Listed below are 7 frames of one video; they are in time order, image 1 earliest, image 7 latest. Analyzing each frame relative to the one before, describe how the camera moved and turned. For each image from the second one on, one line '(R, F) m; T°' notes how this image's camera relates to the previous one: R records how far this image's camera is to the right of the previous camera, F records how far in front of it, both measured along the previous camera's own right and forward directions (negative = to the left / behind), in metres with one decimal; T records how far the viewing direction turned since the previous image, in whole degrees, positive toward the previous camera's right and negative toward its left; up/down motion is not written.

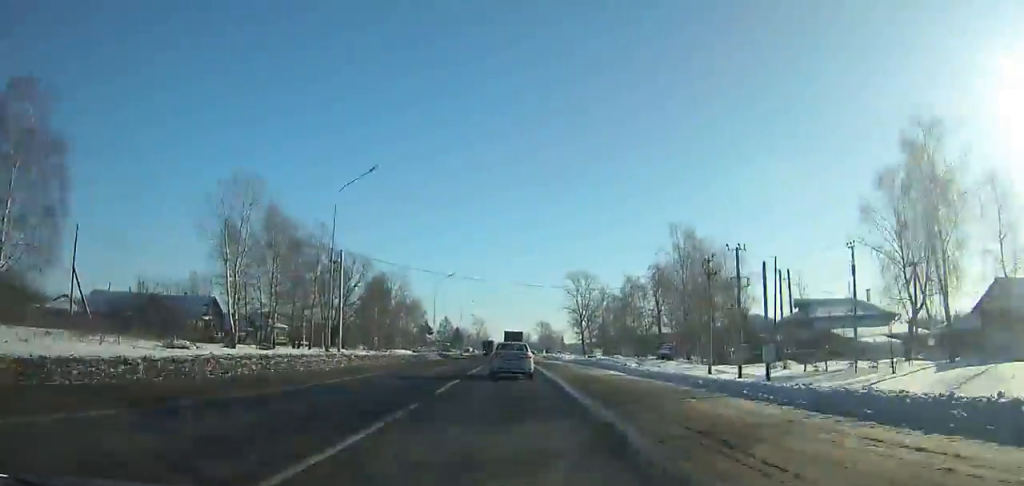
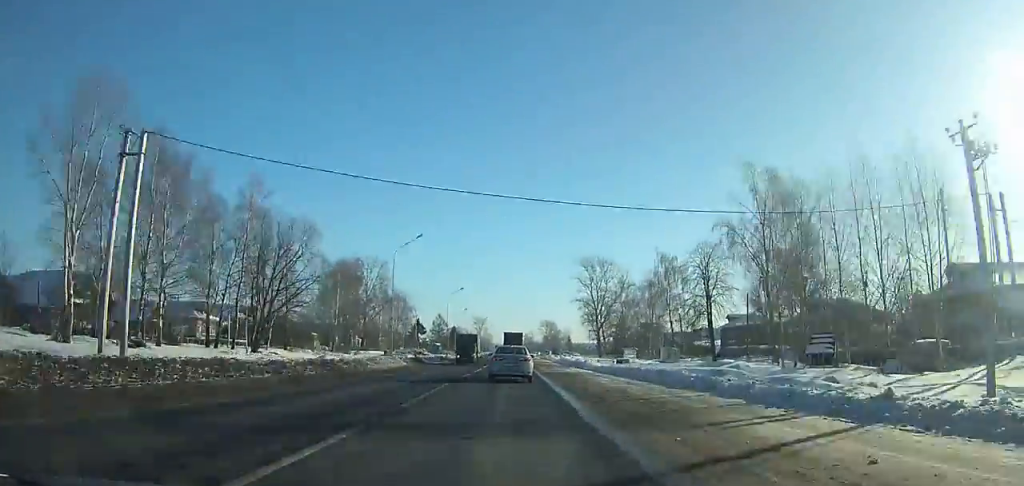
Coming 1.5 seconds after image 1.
(-0.1, +27.5) m; -1°
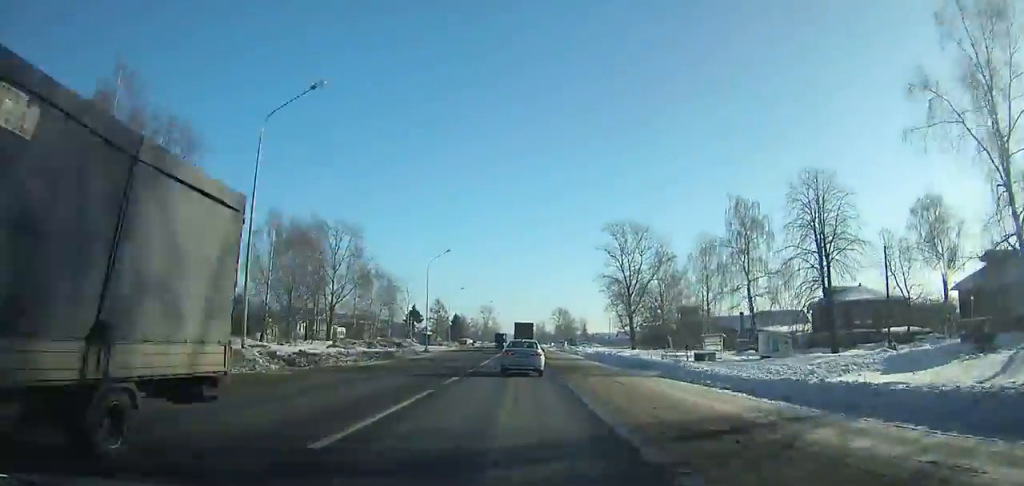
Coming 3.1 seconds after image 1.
(-0.3, +29.3) m; 0°
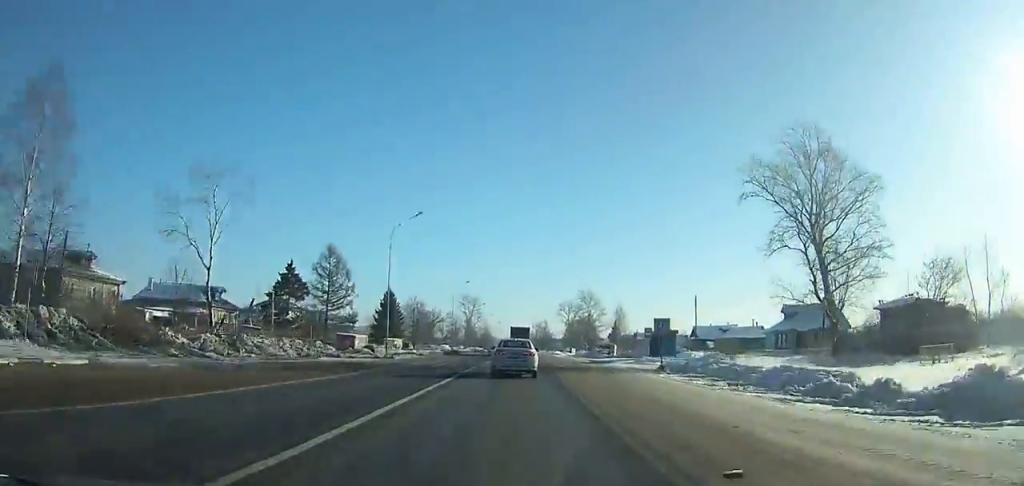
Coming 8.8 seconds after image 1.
(+0.2, +103.8) m; 0°
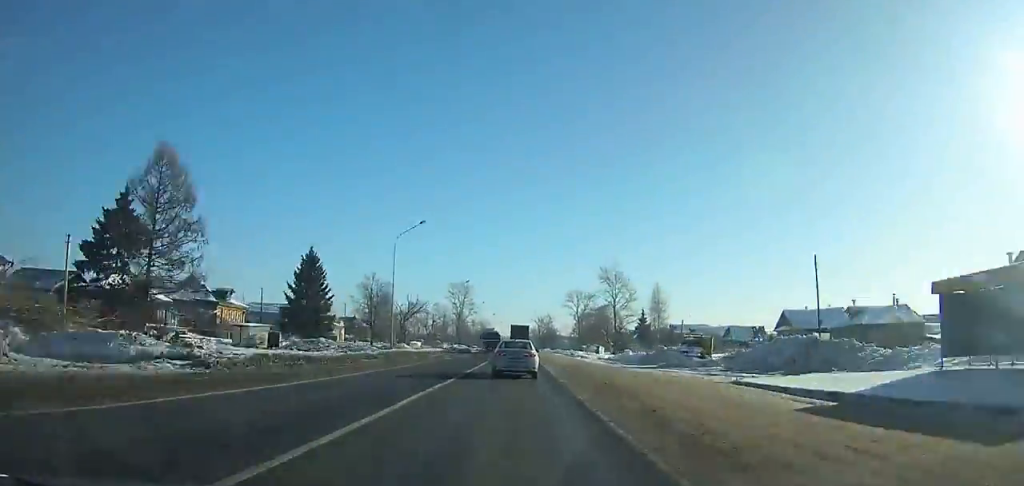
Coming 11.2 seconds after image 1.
(0.0, +43.5) m; 0°
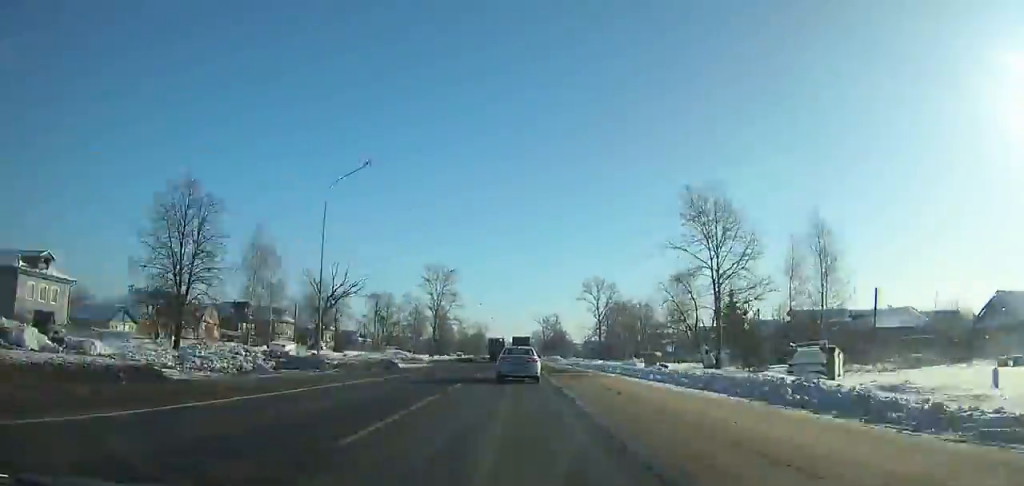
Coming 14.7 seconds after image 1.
(0.0, +63.7) m; 0°
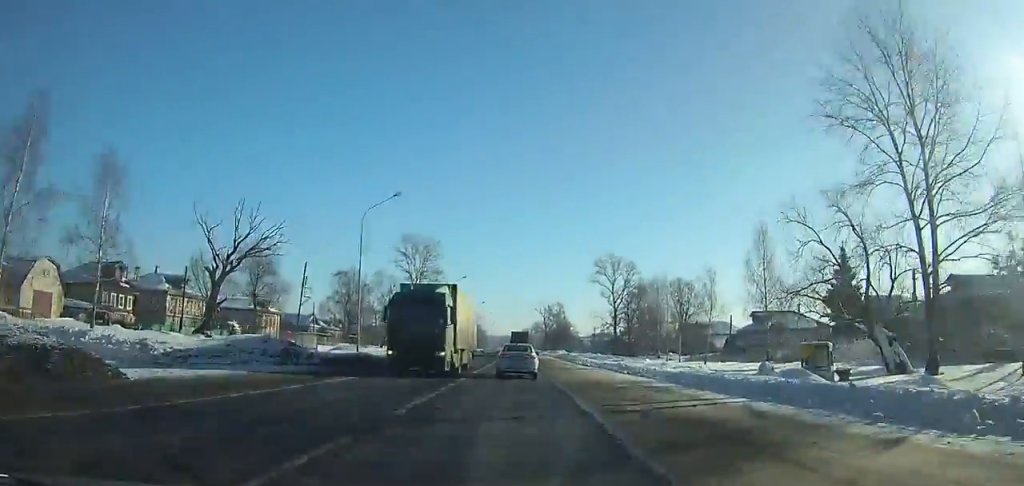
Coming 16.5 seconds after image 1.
(-0.1, +33.0) m; 0°
